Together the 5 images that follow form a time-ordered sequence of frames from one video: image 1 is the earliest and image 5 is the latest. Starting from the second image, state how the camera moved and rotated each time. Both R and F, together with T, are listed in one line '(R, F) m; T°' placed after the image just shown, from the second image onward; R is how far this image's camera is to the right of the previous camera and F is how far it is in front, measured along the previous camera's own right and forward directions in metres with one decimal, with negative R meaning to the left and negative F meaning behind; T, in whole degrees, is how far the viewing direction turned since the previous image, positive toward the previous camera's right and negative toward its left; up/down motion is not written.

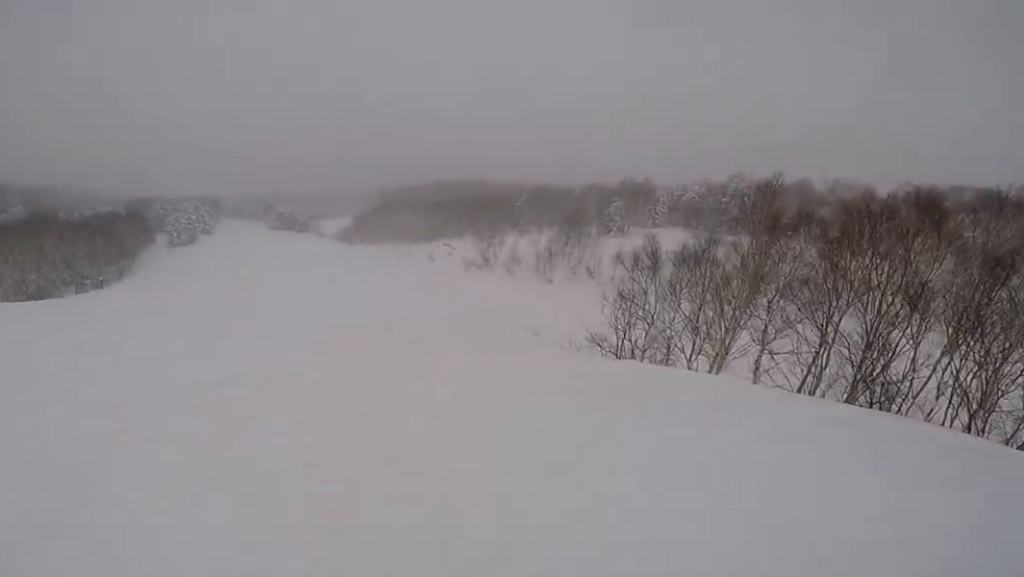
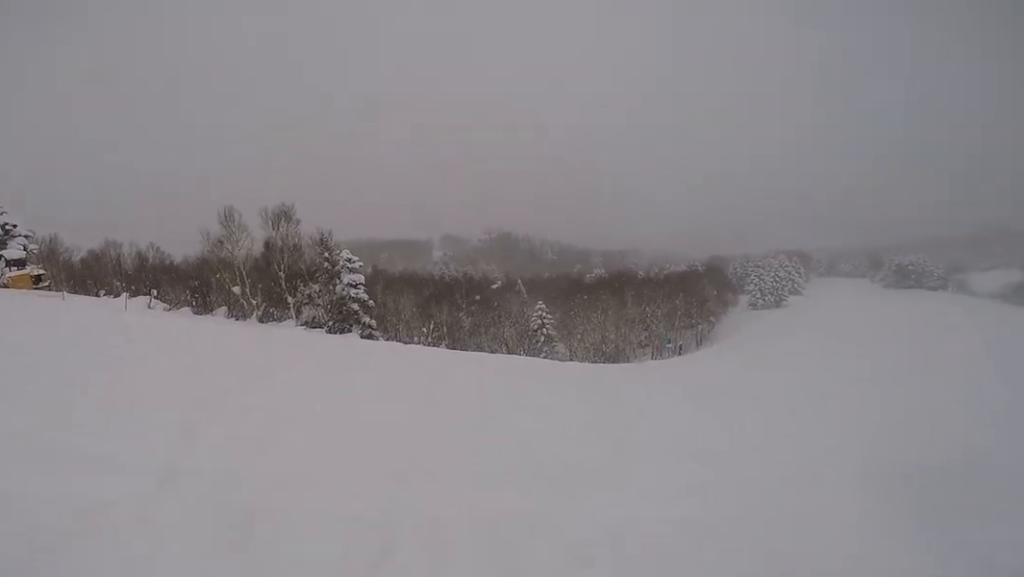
(-9.4, +3.7) m; -112°
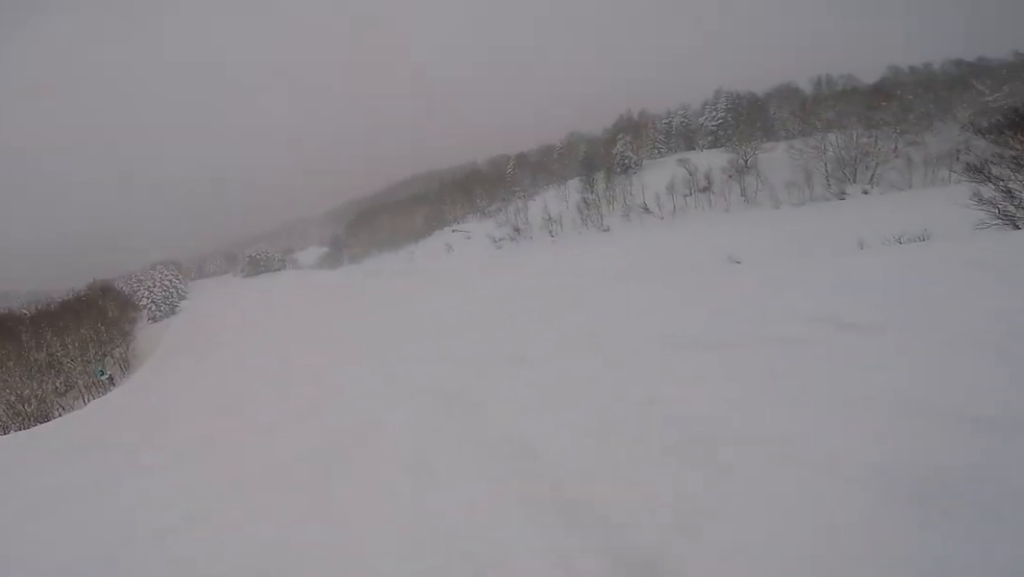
(+1.5, +6.5) m; +52°
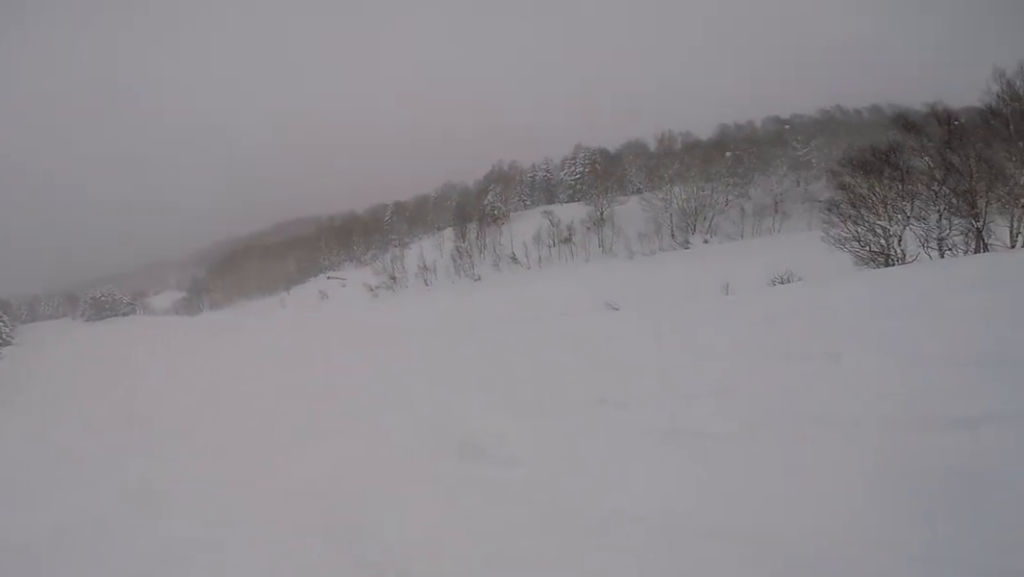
(+1.1, +3.5) m; +26°
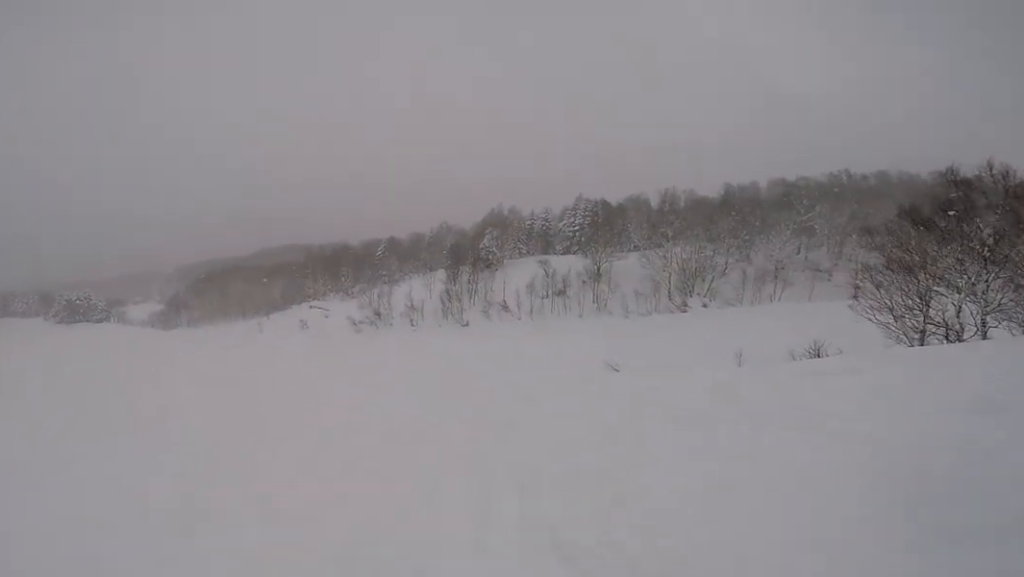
(-0.1, +3.3) m; +16°
